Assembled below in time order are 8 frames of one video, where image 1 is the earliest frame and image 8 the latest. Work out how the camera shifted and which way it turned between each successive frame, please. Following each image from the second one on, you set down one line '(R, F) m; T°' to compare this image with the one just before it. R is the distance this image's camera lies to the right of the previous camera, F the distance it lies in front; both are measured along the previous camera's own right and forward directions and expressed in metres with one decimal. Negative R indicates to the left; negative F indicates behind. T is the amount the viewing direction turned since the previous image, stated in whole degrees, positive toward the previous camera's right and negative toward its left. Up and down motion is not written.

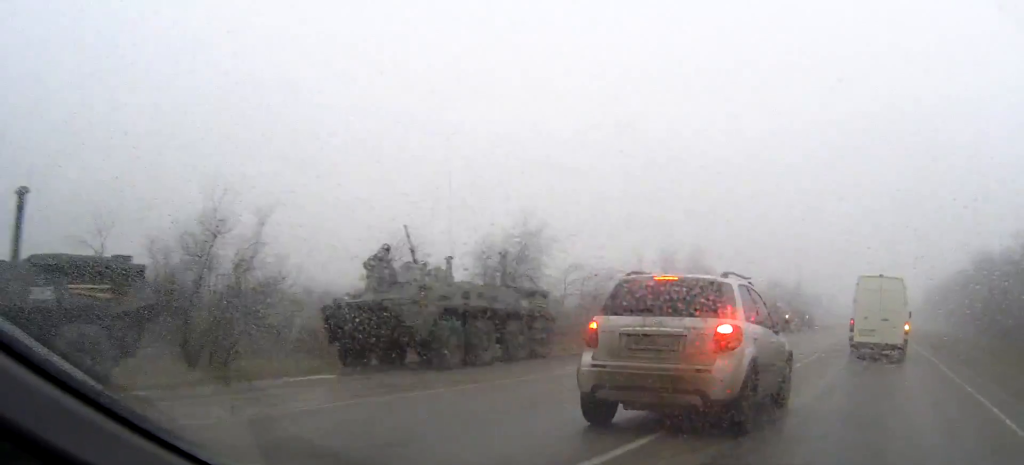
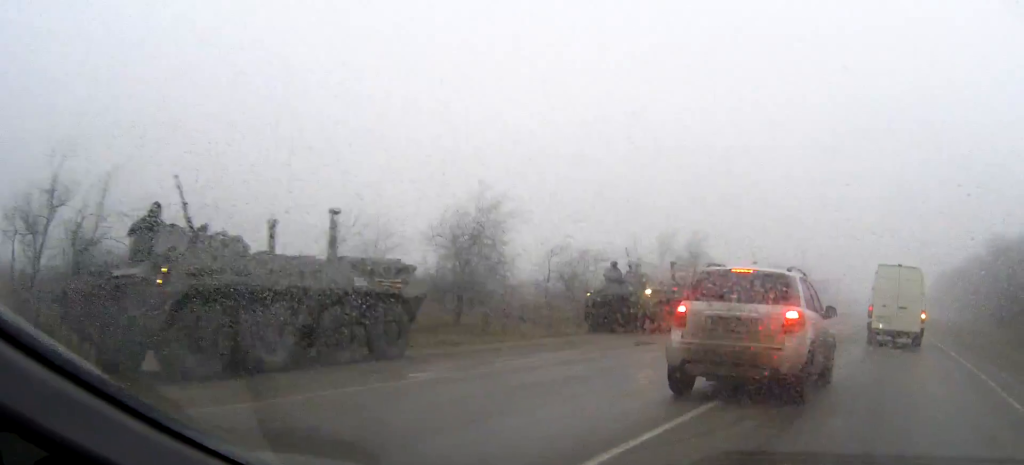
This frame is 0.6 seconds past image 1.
(0.0, +6.4) m; 0°
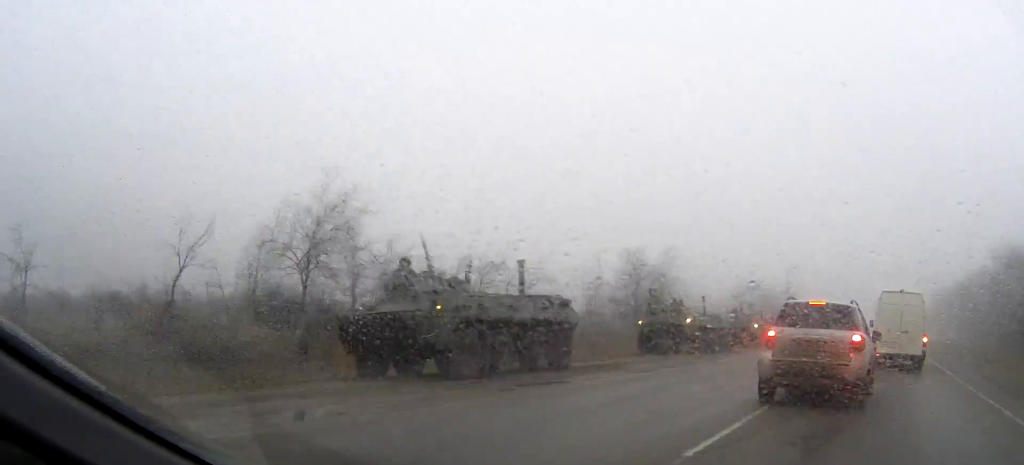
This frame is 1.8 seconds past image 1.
(0.0, +11.1) m; 0°
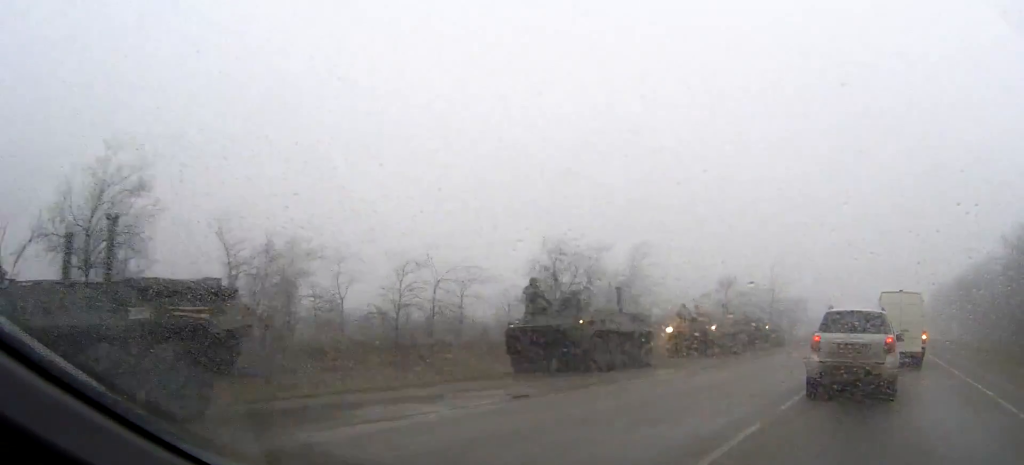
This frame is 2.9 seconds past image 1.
(+0.1, +10.6) m; +1°
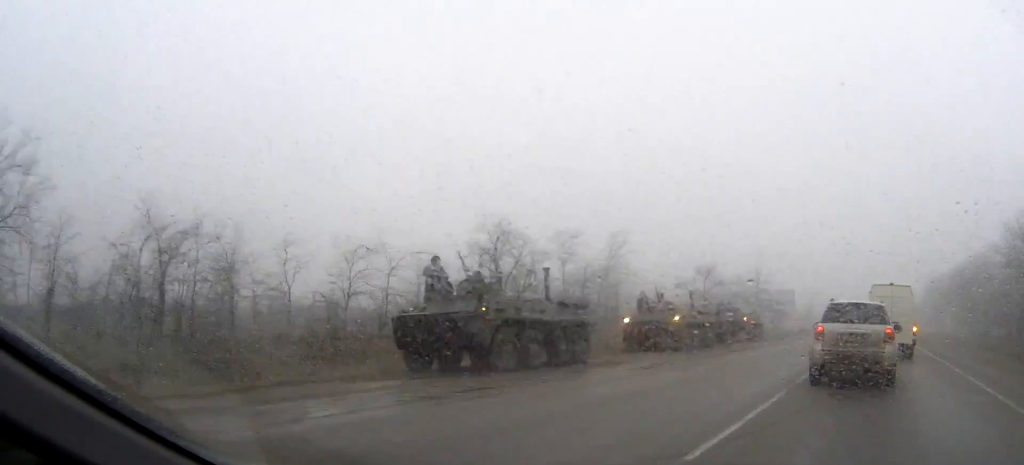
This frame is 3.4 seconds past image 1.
(0.0, +4.9) m; 0°
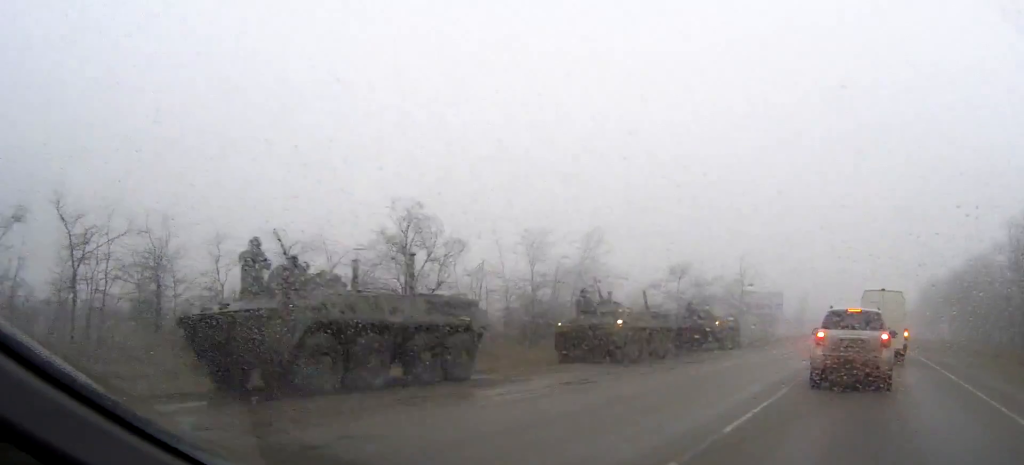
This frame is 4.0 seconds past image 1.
(0.0, +6.2) m; 0°
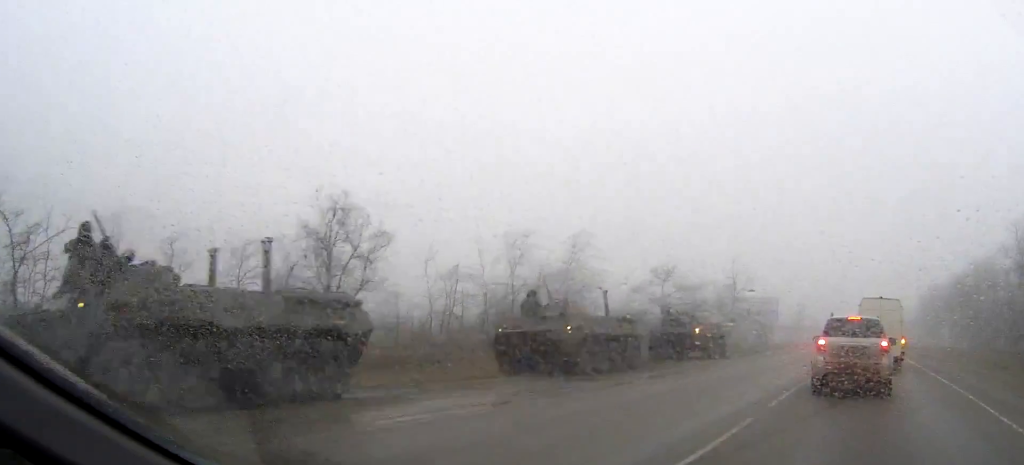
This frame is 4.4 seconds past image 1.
(0.0, +4.3) m; 0°
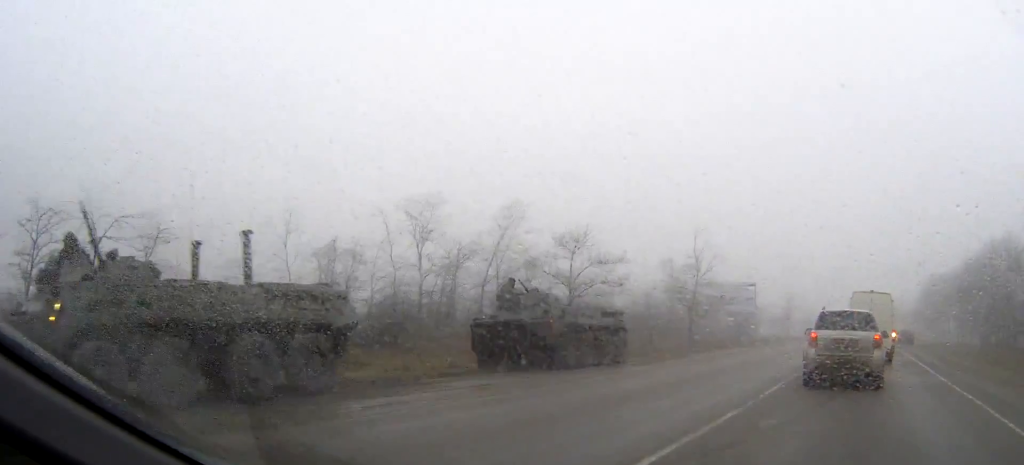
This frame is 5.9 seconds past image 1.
(0.0, +16.8) m; 0°
